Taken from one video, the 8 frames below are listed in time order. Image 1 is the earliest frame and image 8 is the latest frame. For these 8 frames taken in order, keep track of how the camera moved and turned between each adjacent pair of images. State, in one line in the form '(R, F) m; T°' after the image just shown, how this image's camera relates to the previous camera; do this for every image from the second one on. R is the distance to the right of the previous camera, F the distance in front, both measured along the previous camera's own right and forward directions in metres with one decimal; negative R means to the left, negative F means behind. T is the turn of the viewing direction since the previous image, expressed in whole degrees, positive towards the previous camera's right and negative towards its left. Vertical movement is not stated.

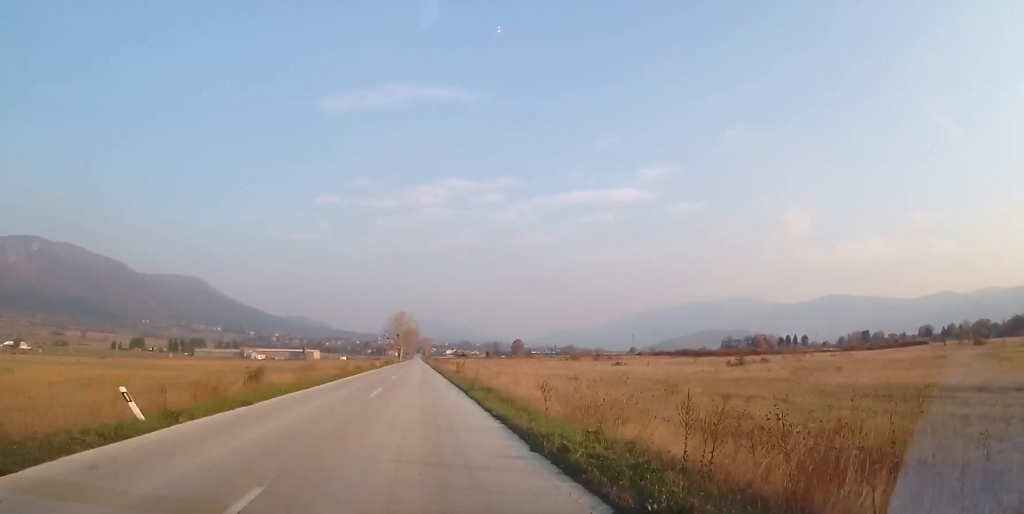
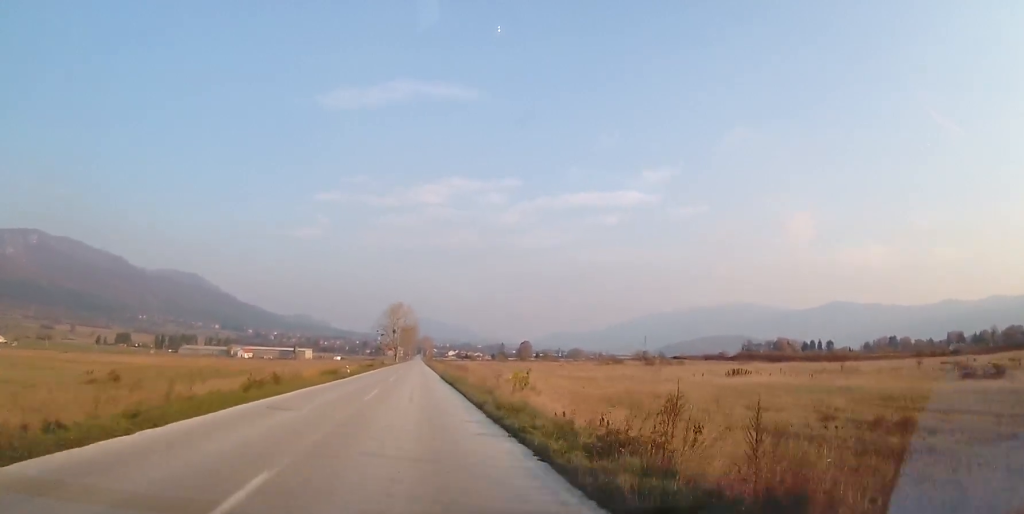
(+0.5, +36.2) m; +1°
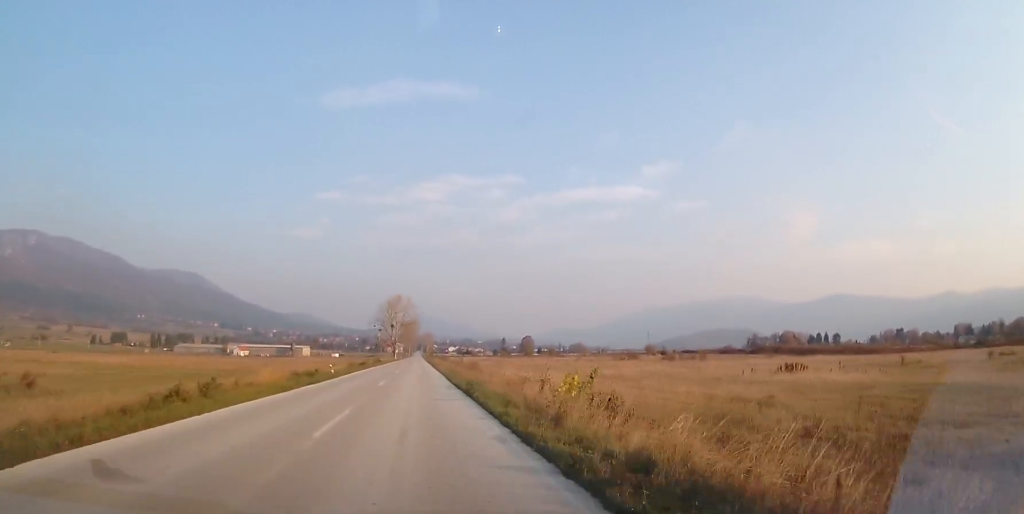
(+0.1, +9.5) m; 0°
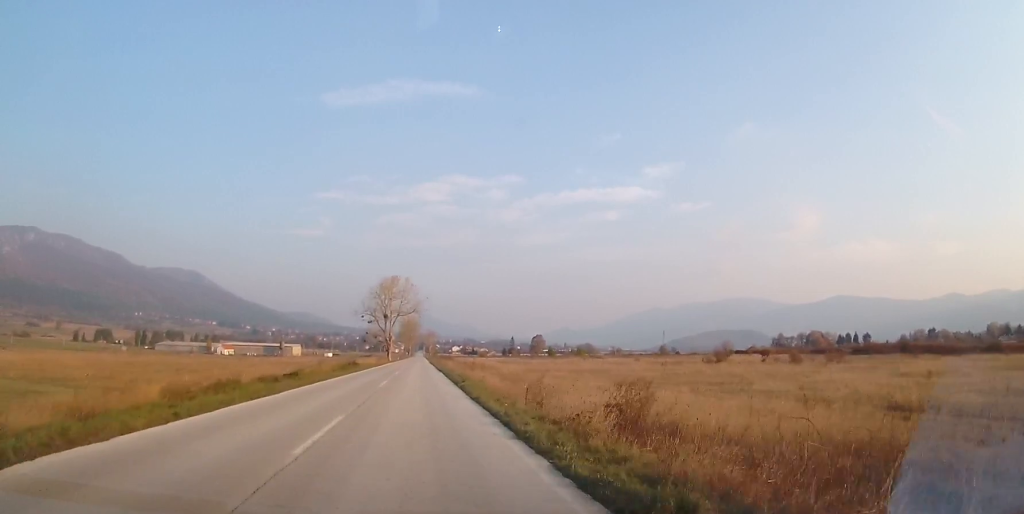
(-0.3, +37.3) m; -1°
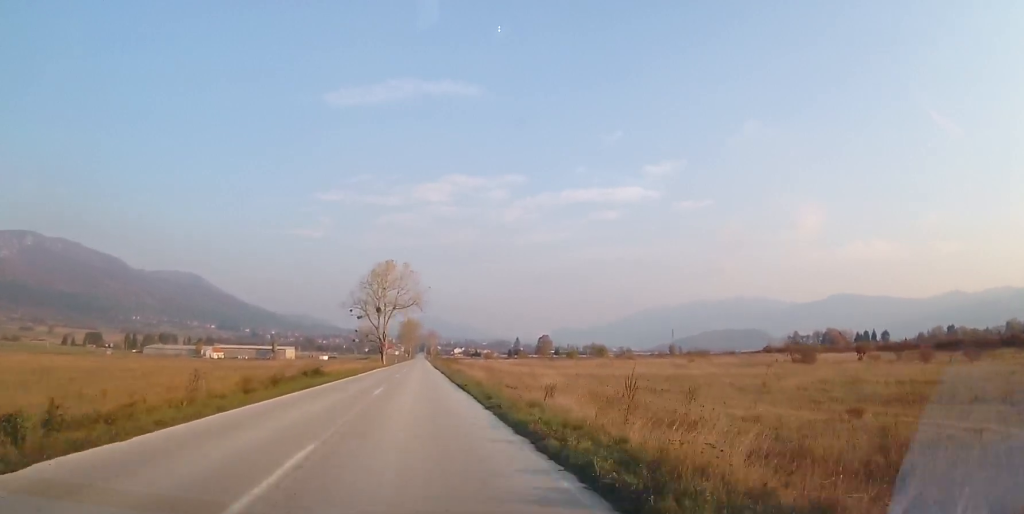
(-0.1, +21.2) m; 0°
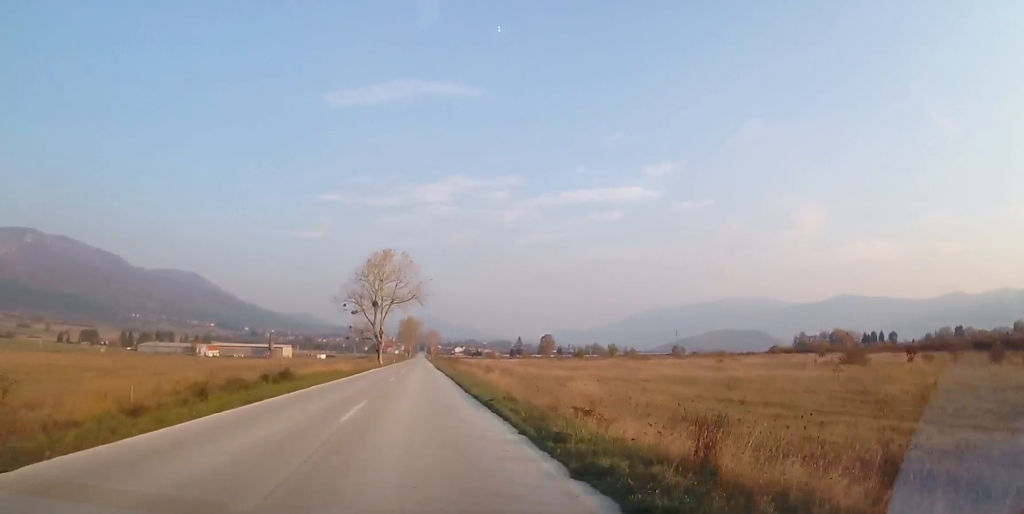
(-0.1, +8.5) m; 0°
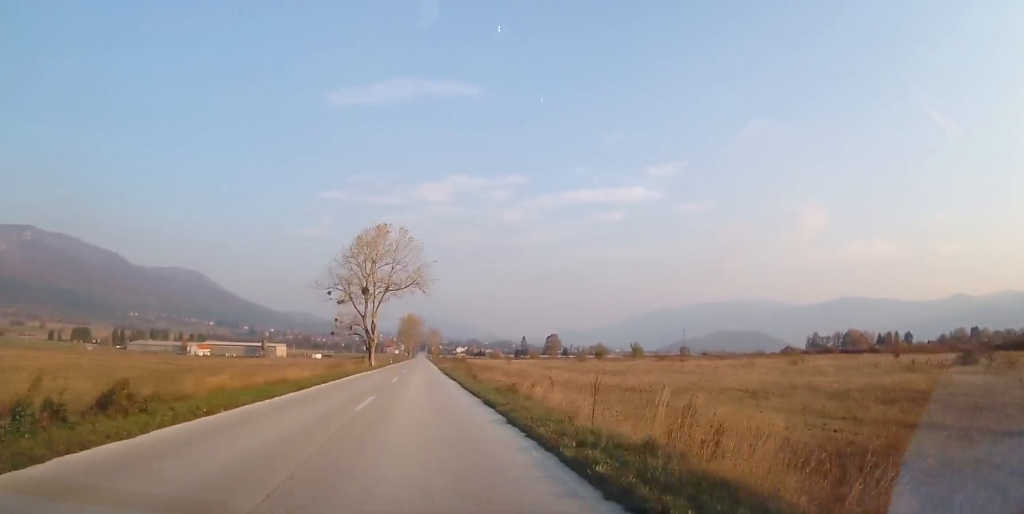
(+0.3, +16.3) m; 0°
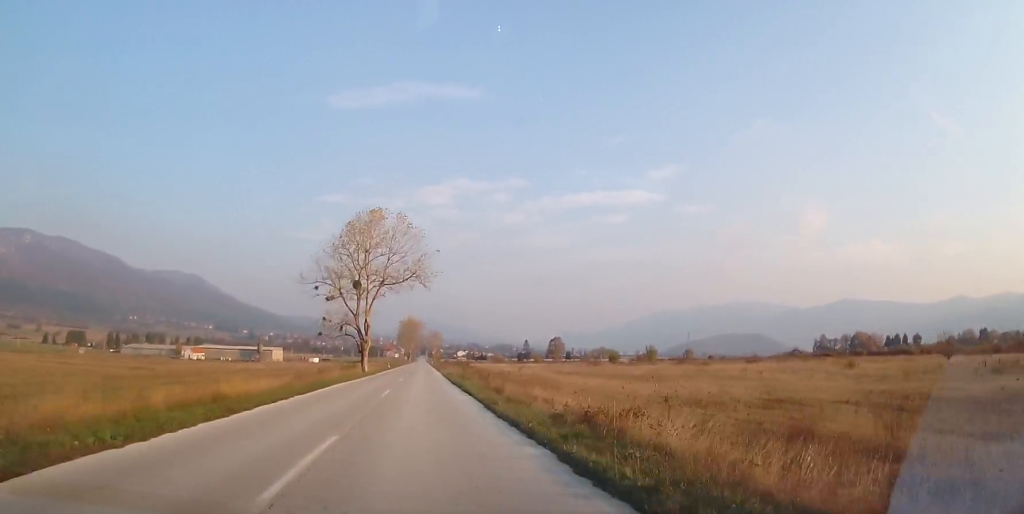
(0.0, +9.2) m; 0°
